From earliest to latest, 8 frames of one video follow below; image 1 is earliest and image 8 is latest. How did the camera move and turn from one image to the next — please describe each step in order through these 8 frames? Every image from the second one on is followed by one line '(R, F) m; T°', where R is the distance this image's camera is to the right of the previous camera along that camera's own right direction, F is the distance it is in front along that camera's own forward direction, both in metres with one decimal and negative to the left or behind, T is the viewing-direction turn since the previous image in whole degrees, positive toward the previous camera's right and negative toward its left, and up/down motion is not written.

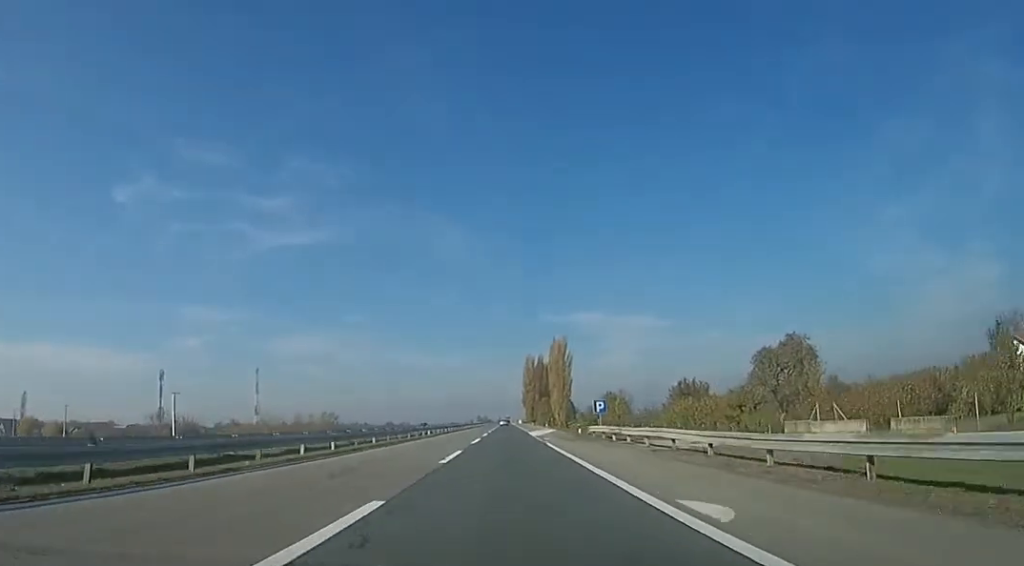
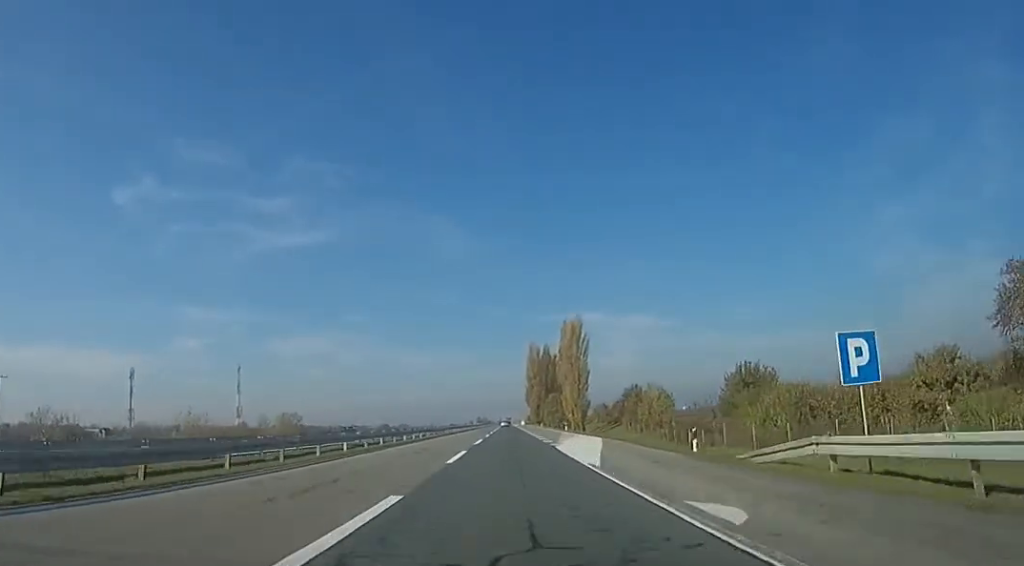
(+0.6, +30.3) m; -1°
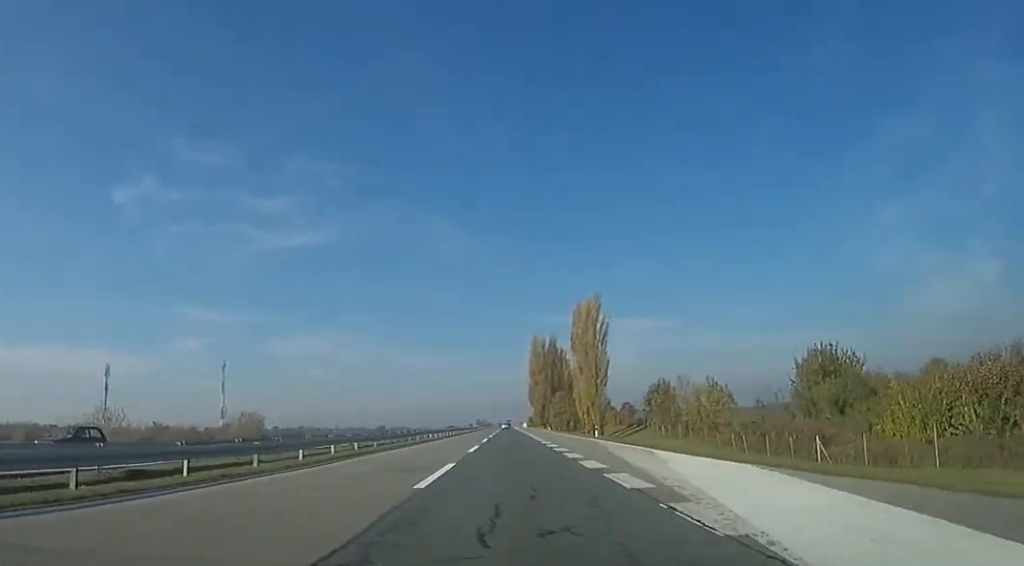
(-0.7, +22.2) m; 0°
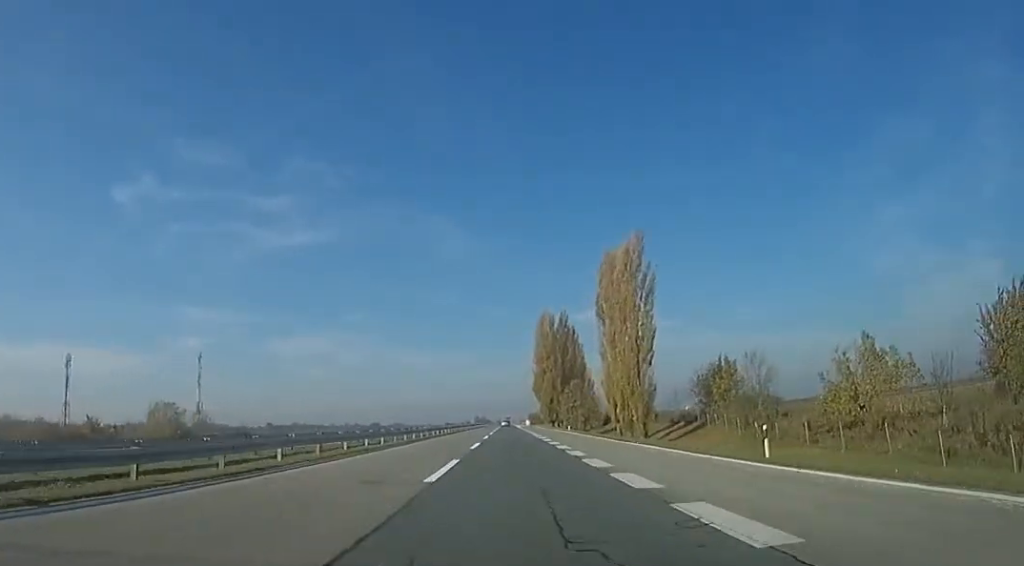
(+0.1, +30.4) m; 0°
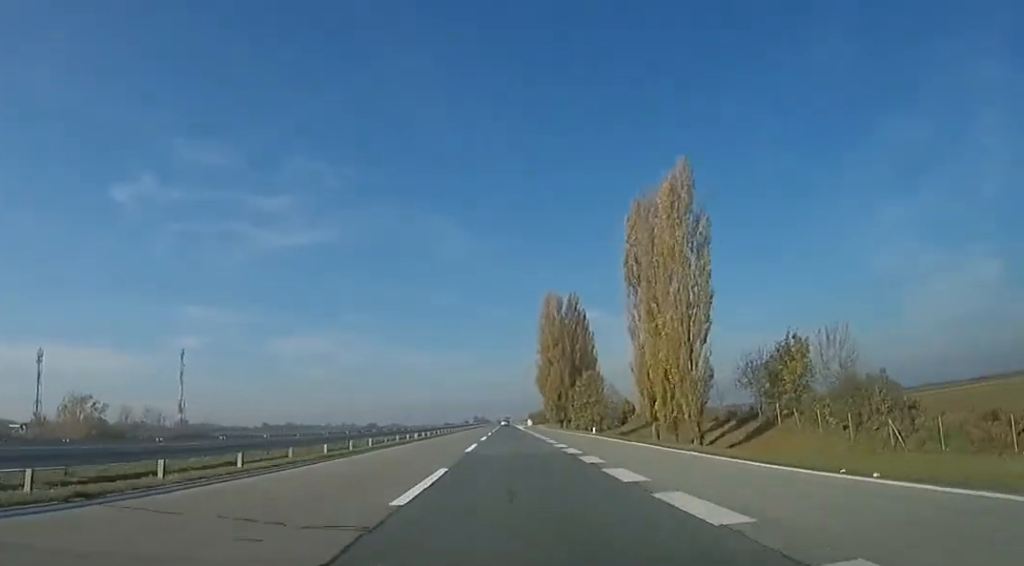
(+0.7, +19.0) m; 0°
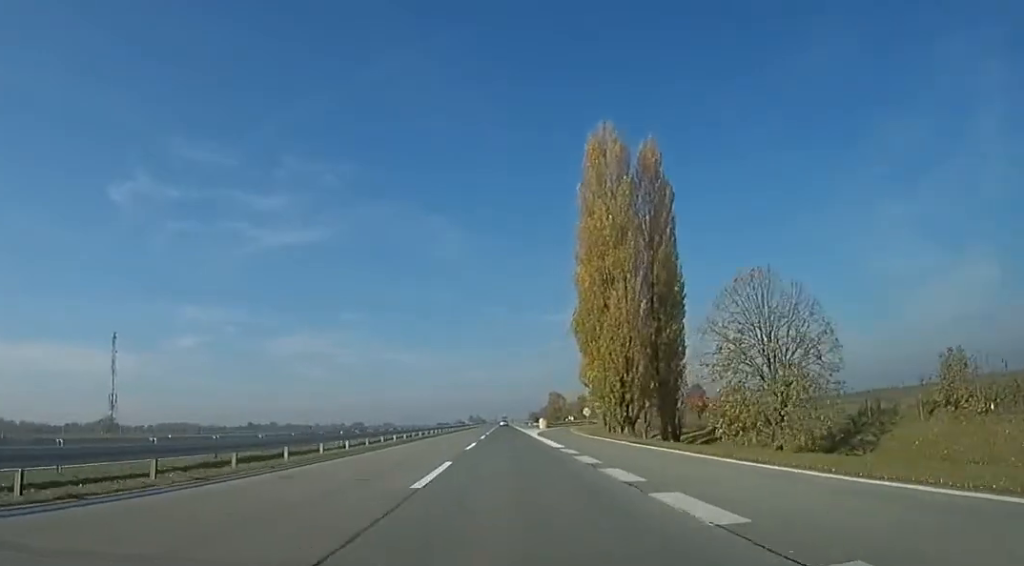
(0.0, +60.2) m; +1°
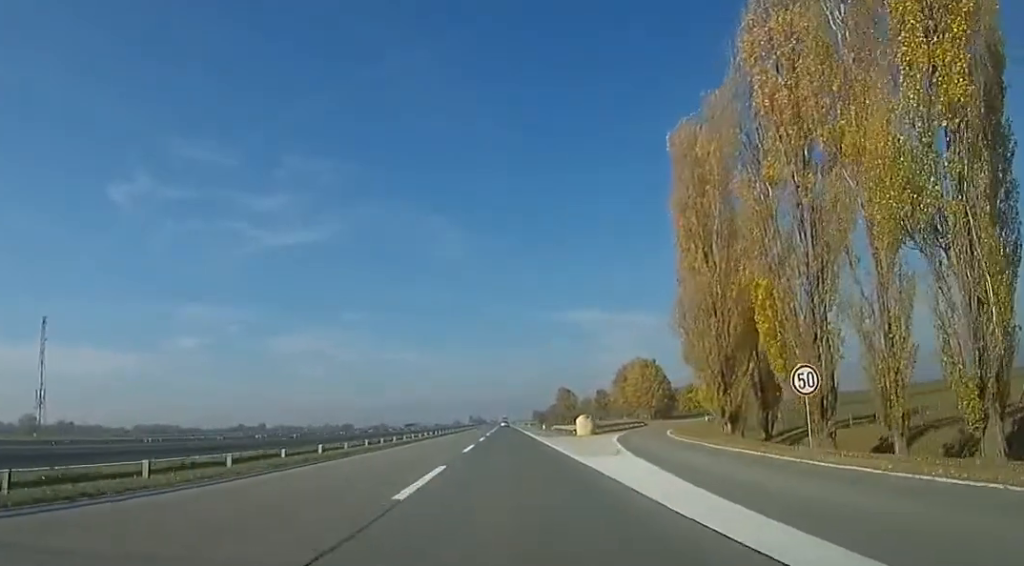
(-0.9, +48.3) m; -2°
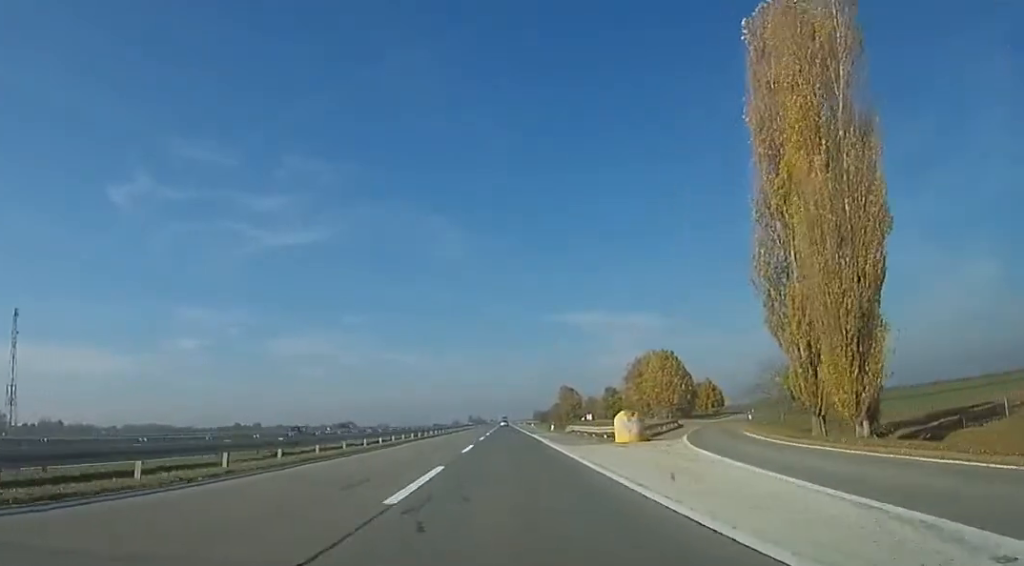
(+0.1, +16.3) m; -1°
